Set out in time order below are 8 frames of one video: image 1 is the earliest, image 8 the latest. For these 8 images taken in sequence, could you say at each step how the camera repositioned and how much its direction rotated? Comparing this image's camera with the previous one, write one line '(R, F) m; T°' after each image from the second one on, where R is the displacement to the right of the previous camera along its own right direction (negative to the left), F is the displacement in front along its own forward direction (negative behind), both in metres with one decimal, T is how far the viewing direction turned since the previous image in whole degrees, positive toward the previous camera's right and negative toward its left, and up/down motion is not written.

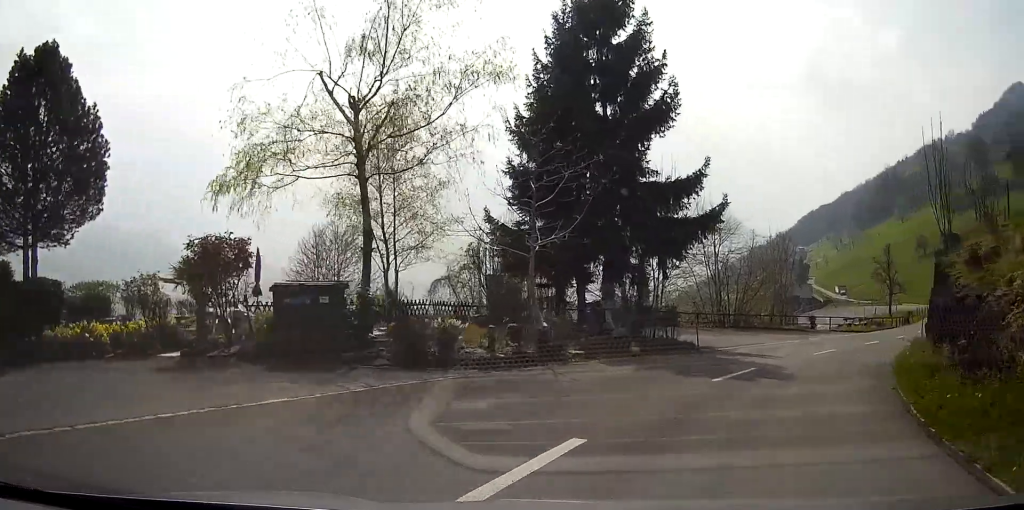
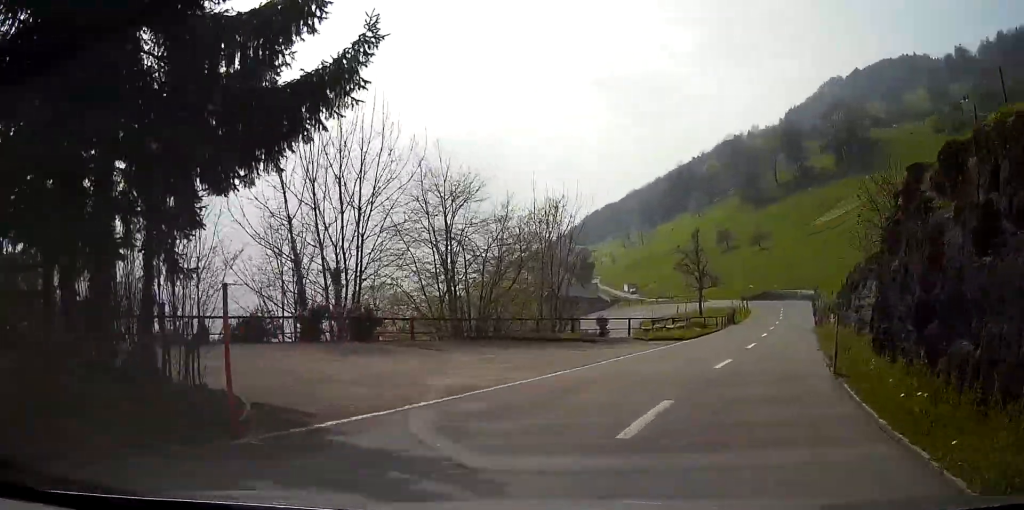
(+2.3, +14.2) m; +16°
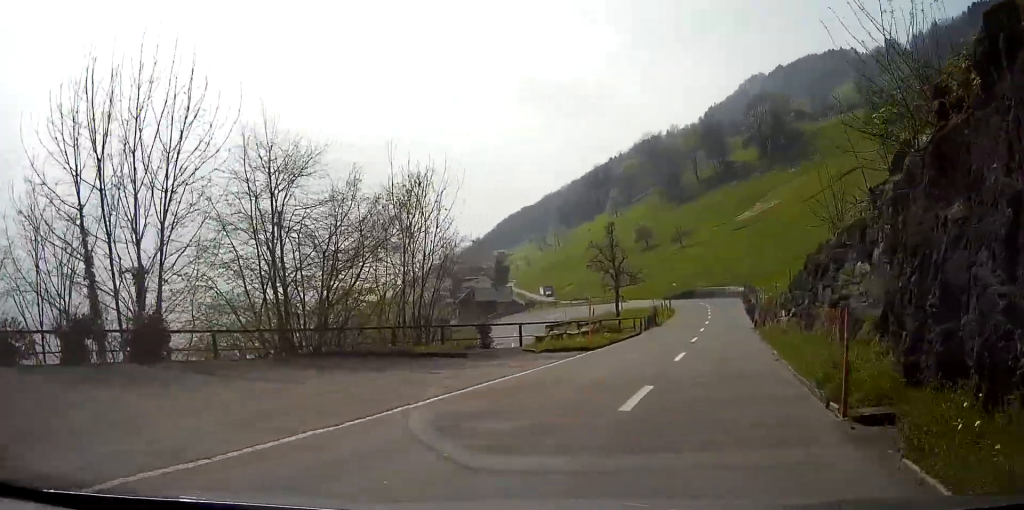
(+0.3, +6.9) m; +6°
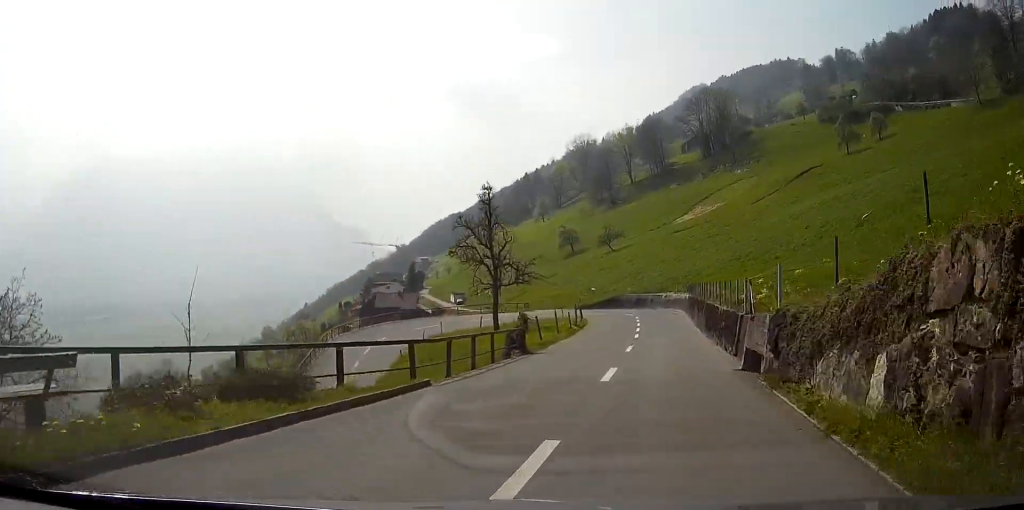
(+1.7, +22.5) m; +5°
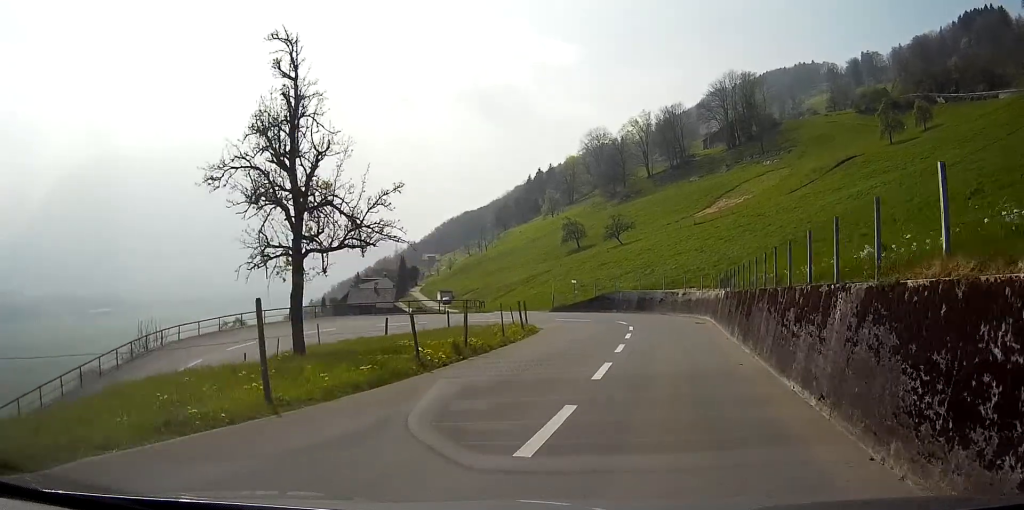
(+0.3, +24.7) m; -1°
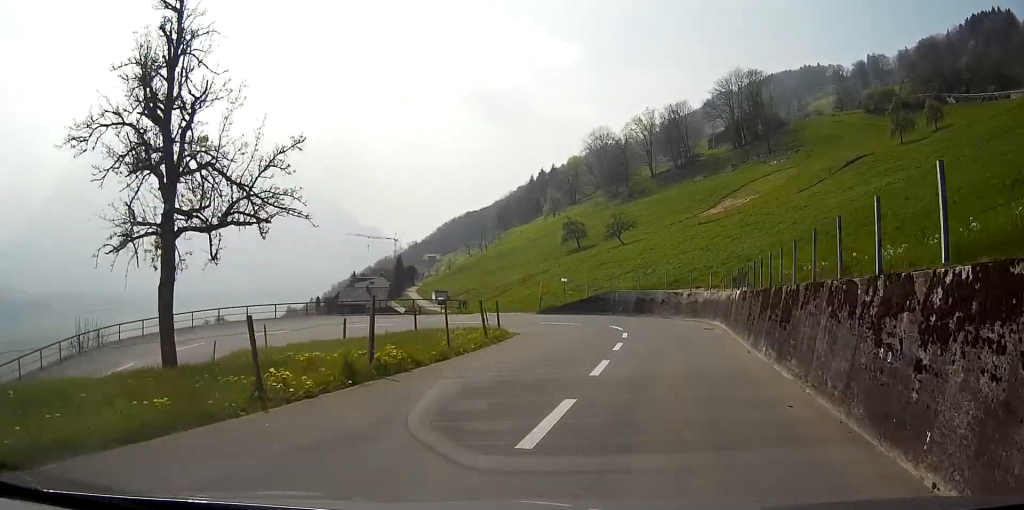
(-0.1, +5.6) m; 0°
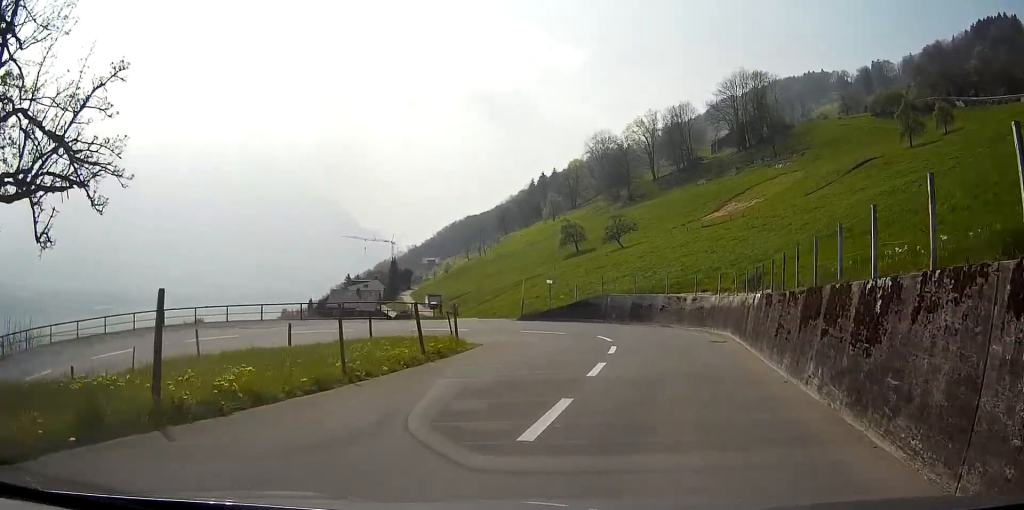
(-0.1, +5.6) m; 0°
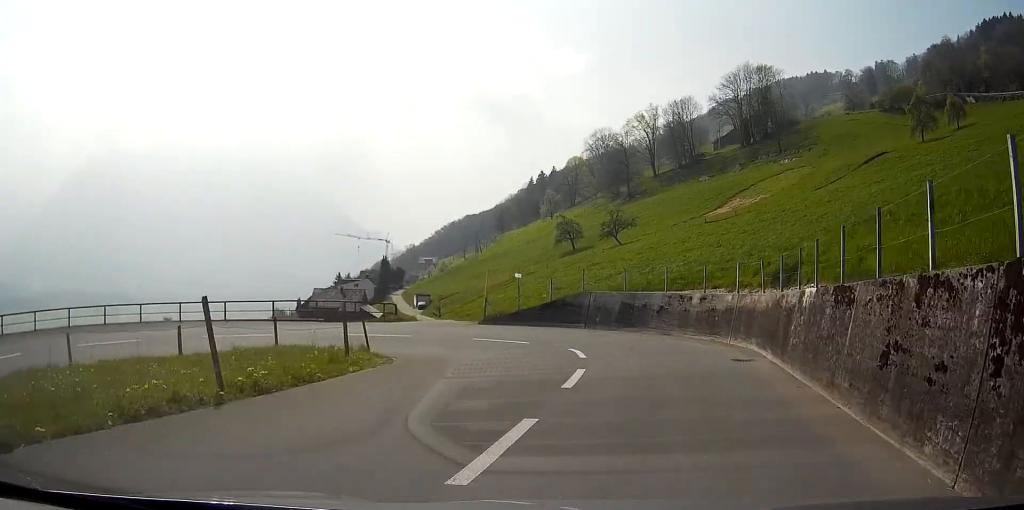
(+0.1, +7.5) m; 0°
